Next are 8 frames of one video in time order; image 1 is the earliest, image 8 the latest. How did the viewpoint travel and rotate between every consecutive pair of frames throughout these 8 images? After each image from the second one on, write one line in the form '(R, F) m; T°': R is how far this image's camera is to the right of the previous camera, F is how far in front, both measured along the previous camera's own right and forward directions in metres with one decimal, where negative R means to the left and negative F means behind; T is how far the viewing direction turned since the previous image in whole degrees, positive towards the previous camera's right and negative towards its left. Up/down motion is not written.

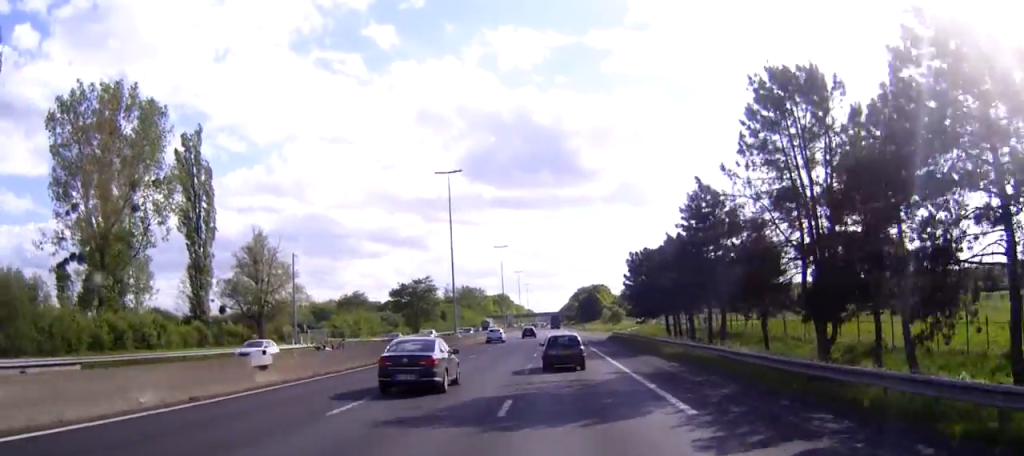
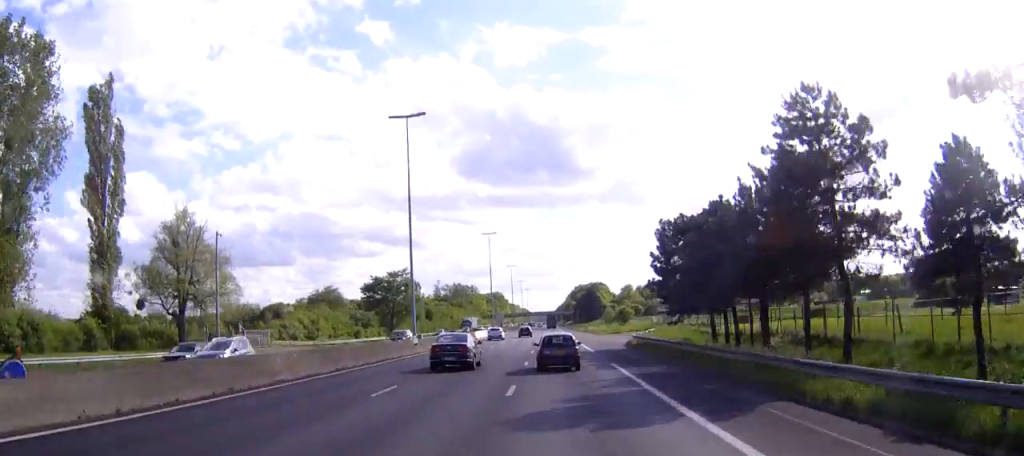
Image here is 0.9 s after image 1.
(+0.1, +22.0) m; 0°
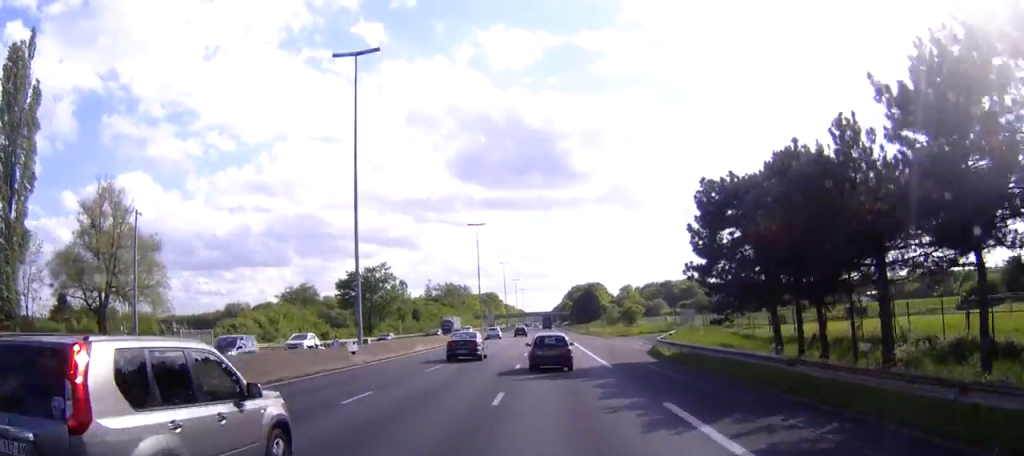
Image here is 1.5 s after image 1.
(0.0, +15.4) m; 0°
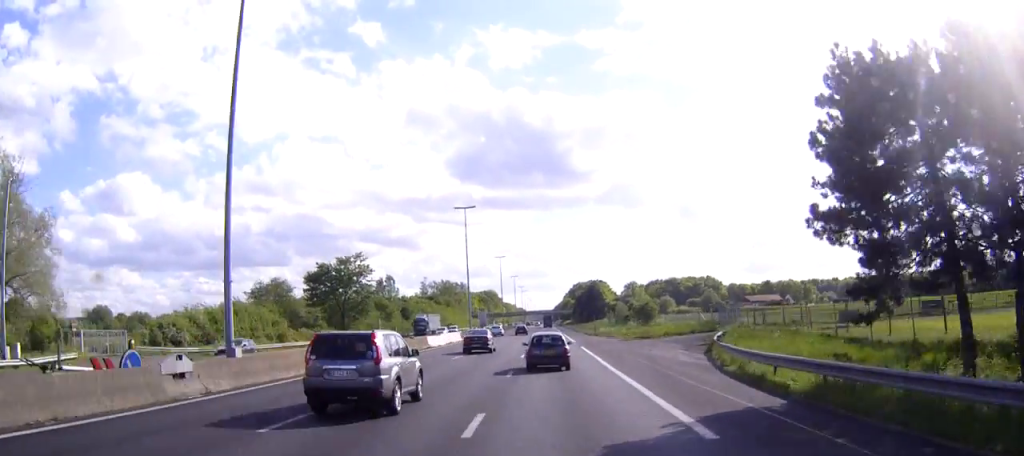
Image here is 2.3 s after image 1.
(0.0, +17.8) m; 0°
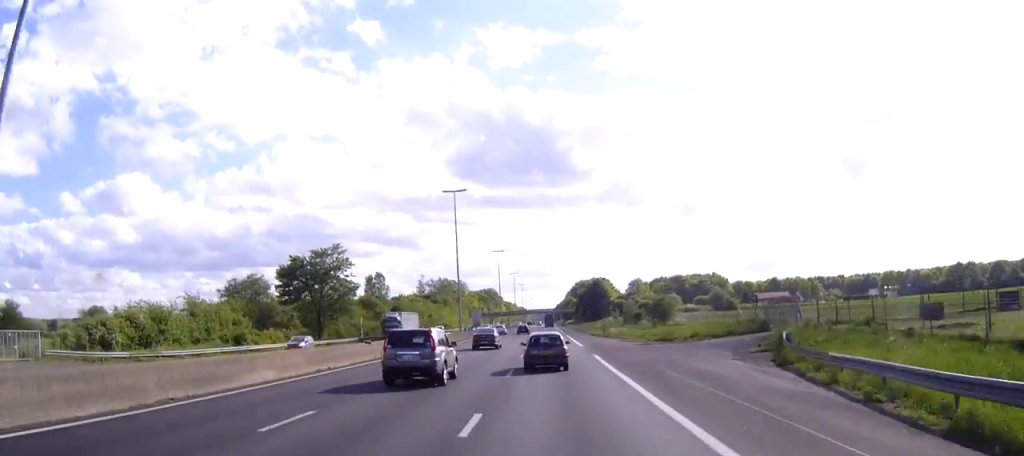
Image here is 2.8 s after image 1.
(0.0, +13.0) m; 0°
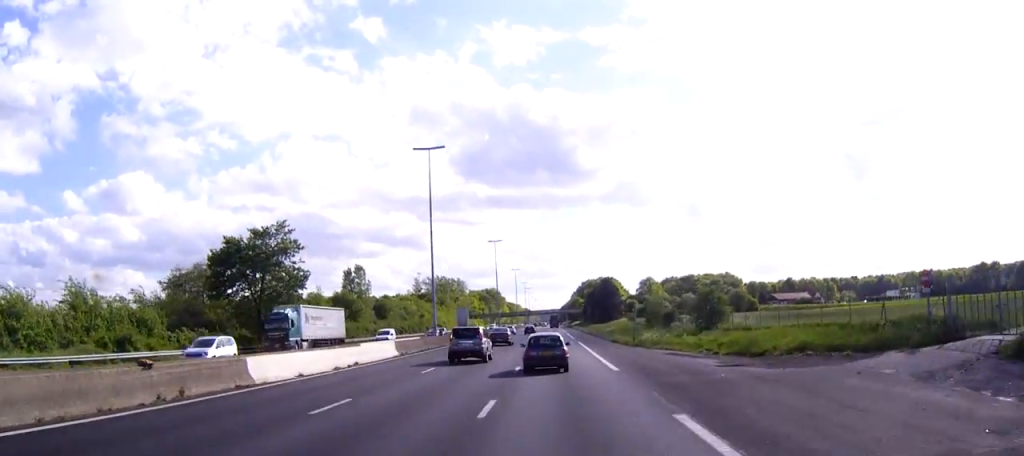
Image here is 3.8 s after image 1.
(0.0, +23.4) m; 0°
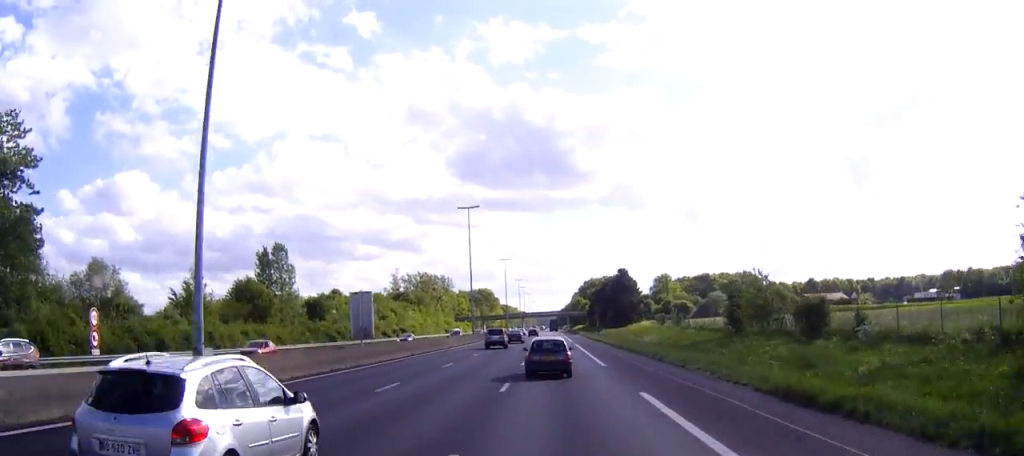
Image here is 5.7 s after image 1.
(-0.1, +46.4) m; 0°
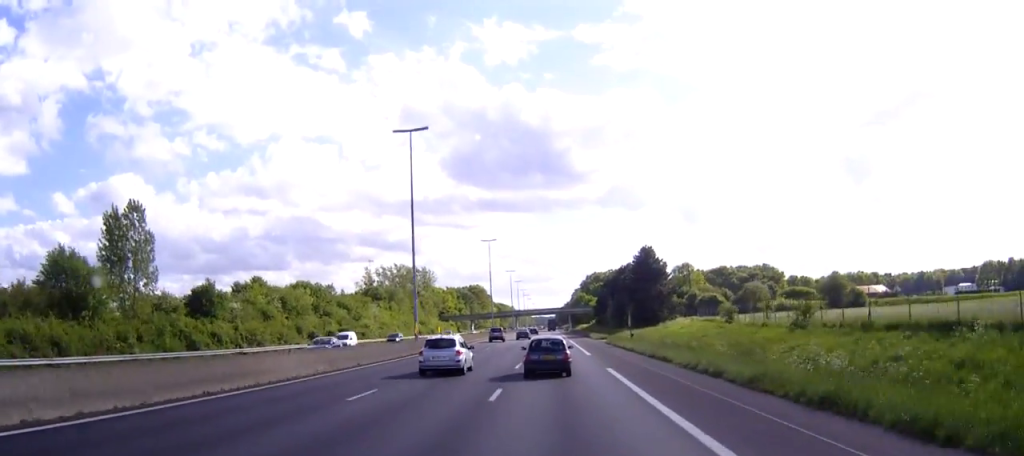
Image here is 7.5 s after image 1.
(-0.1, +42.1) m; 0°
